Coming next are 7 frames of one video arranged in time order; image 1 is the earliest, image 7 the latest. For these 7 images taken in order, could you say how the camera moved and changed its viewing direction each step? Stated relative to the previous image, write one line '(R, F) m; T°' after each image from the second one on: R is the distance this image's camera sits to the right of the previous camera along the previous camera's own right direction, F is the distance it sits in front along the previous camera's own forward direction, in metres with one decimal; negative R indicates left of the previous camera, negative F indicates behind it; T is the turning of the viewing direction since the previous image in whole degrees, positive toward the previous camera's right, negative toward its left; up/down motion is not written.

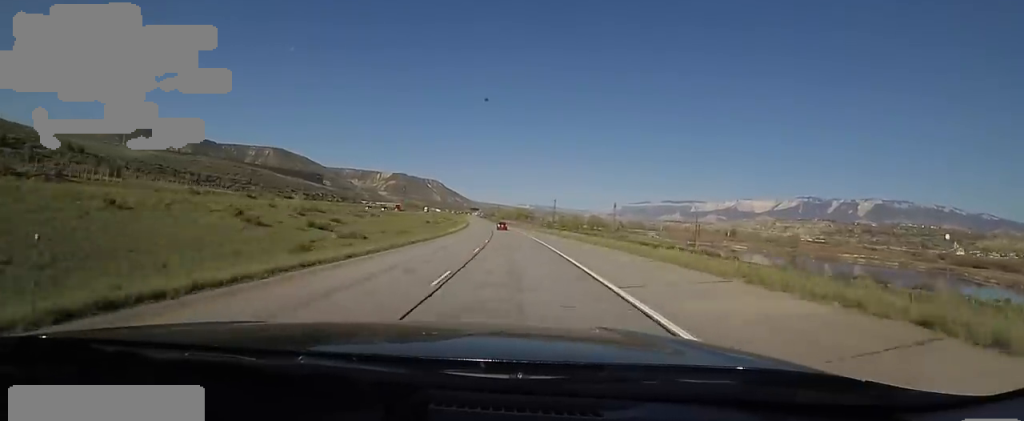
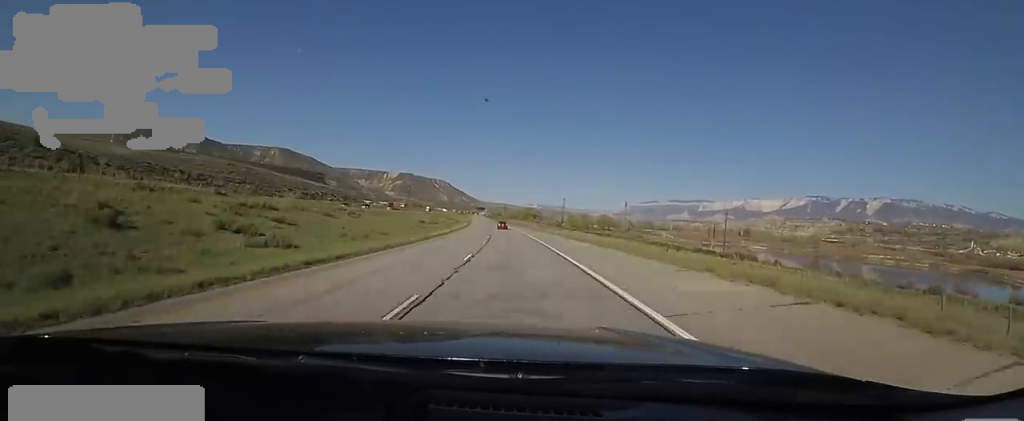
(+0.5, +16.8) m; -1°
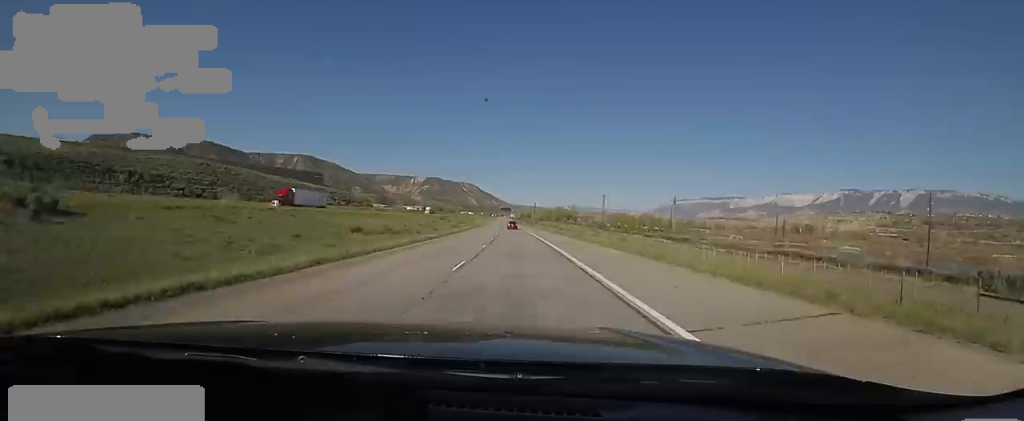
(-3.5, +64.4) m; -6°
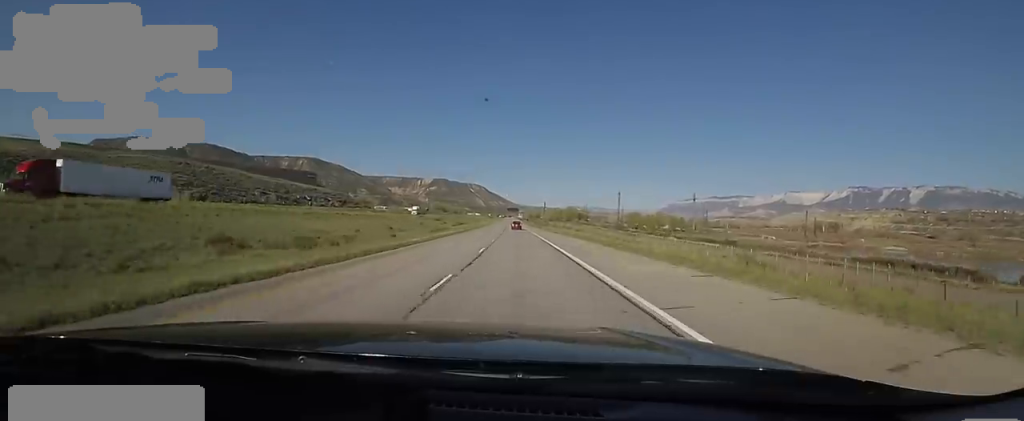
(-1.5, +27.6) m; 0°
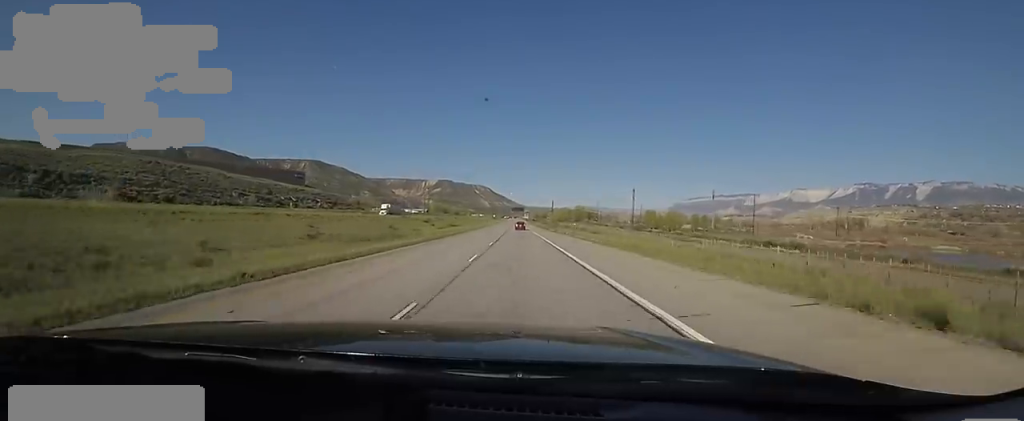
(+0.8, +28.8) m; +1°
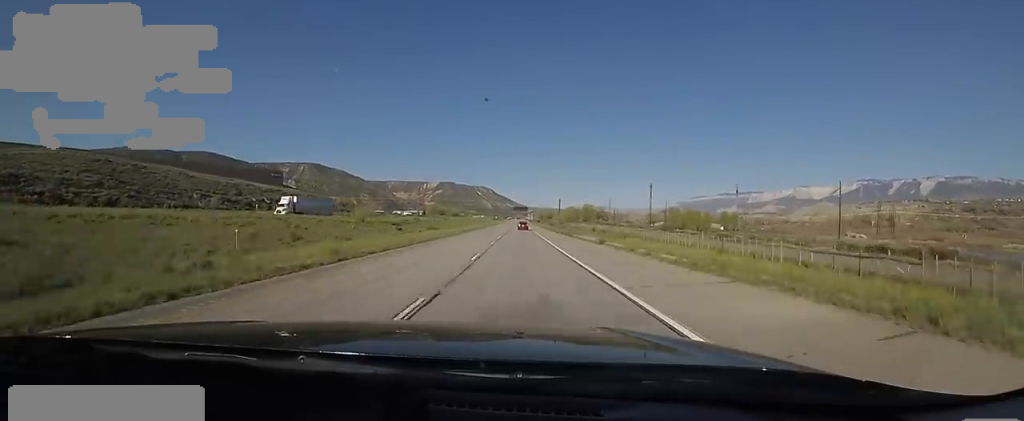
(-0.3, +35.6) m; -2°
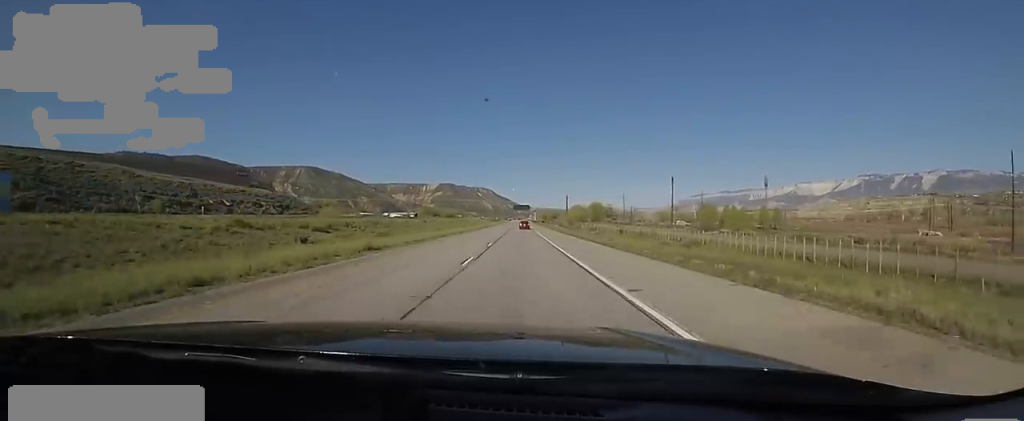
(-1.0, +38.8) m; +1°
